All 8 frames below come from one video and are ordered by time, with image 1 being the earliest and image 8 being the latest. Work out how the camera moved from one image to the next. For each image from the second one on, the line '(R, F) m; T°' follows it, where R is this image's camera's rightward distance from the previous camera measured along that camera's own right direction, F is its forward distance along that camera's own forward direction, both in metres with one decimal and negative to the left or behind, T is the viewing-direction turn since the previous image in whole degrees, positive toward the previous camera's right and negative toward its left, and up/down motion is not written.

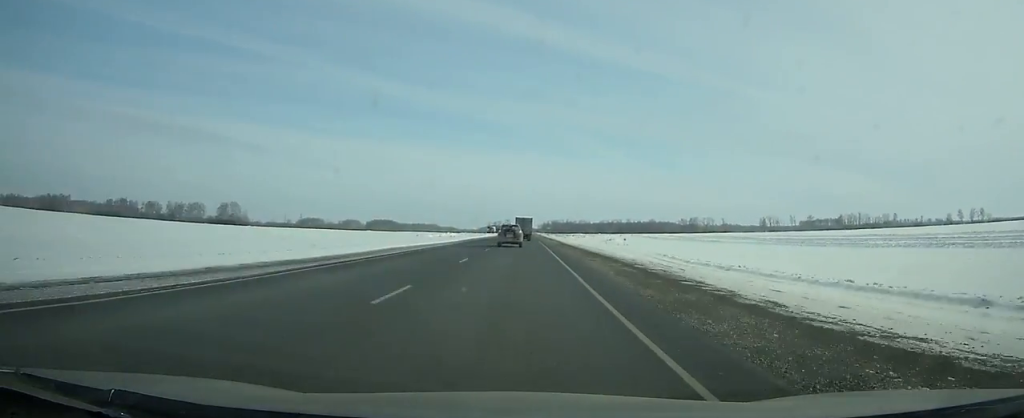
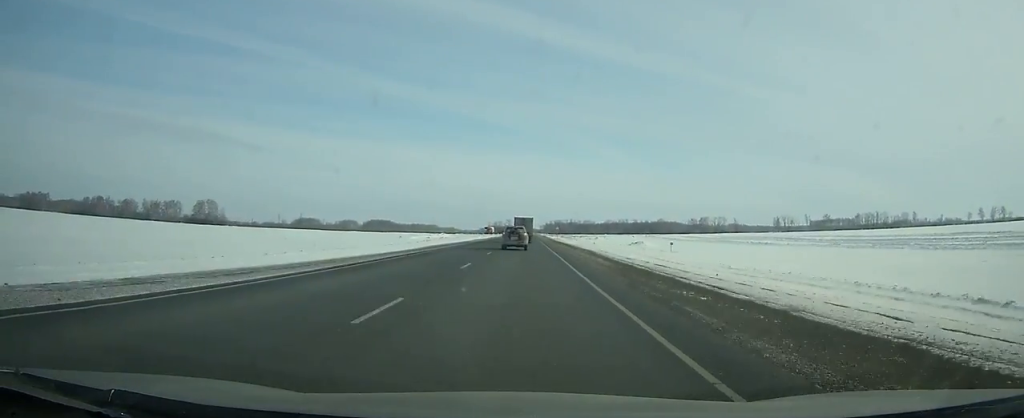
(0.0, +37.1) m; 0°
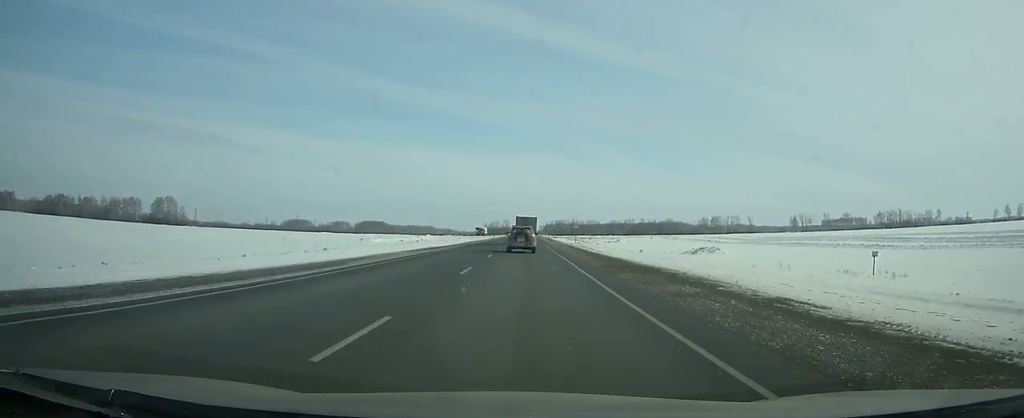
(+0.1, +49.5) m; 0°
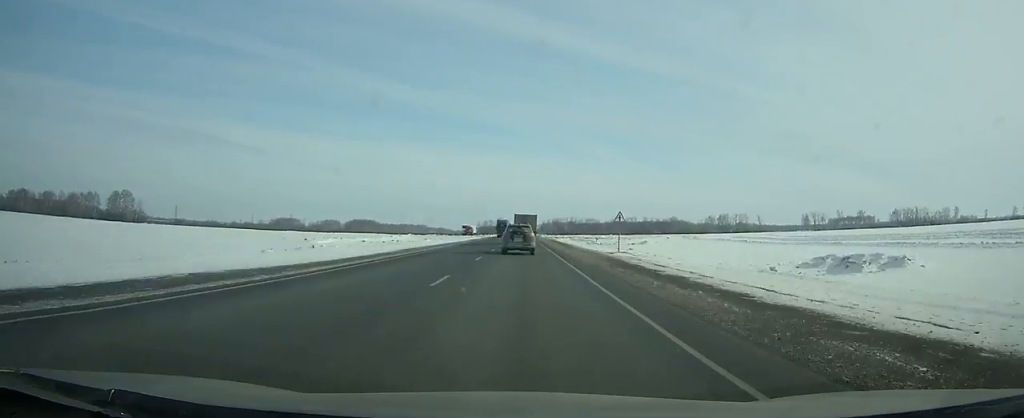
(+0.1, +41.1) m; 0°
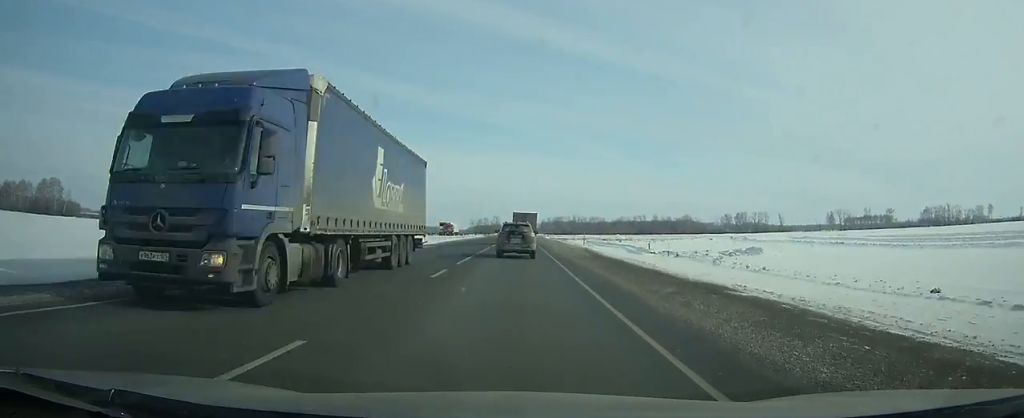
(+0.3, +57.4) m; 0°
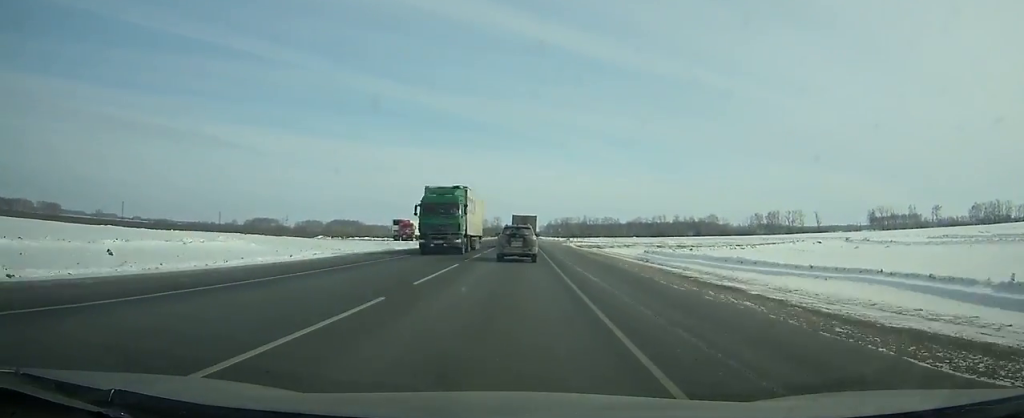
(0.0, +66.9) m; 0°
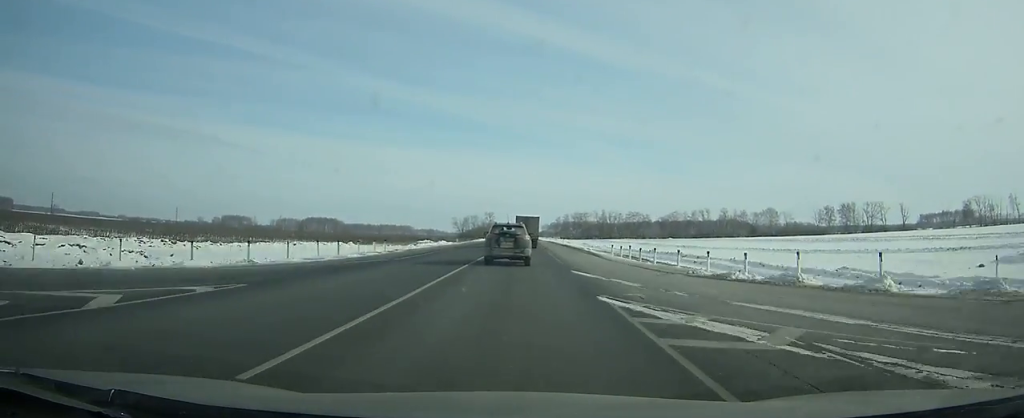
(-0.6, +123.3) m; 0°
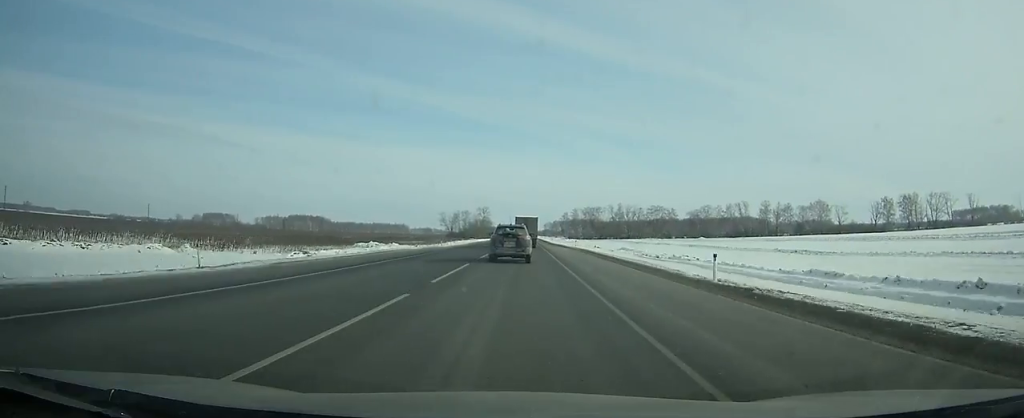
(-0.1, +69.2) m; 0°
